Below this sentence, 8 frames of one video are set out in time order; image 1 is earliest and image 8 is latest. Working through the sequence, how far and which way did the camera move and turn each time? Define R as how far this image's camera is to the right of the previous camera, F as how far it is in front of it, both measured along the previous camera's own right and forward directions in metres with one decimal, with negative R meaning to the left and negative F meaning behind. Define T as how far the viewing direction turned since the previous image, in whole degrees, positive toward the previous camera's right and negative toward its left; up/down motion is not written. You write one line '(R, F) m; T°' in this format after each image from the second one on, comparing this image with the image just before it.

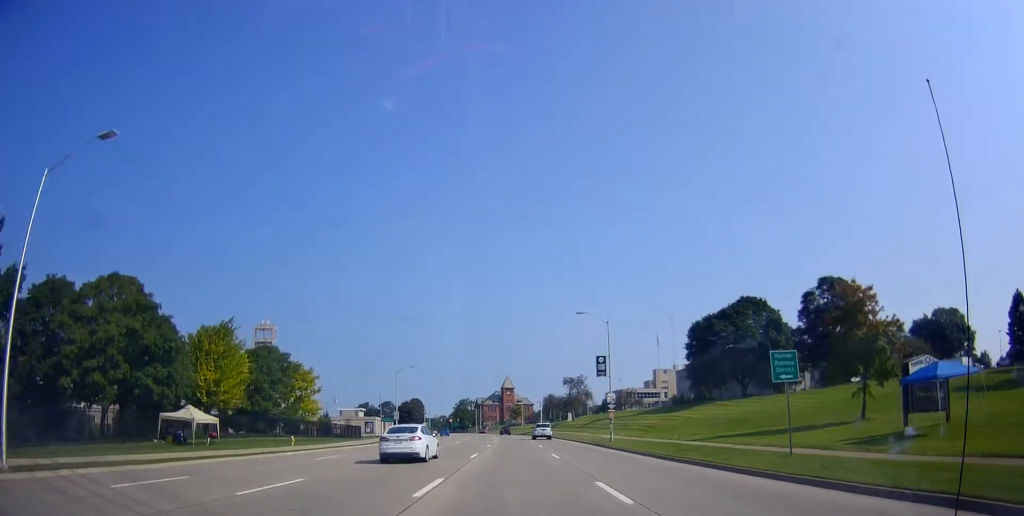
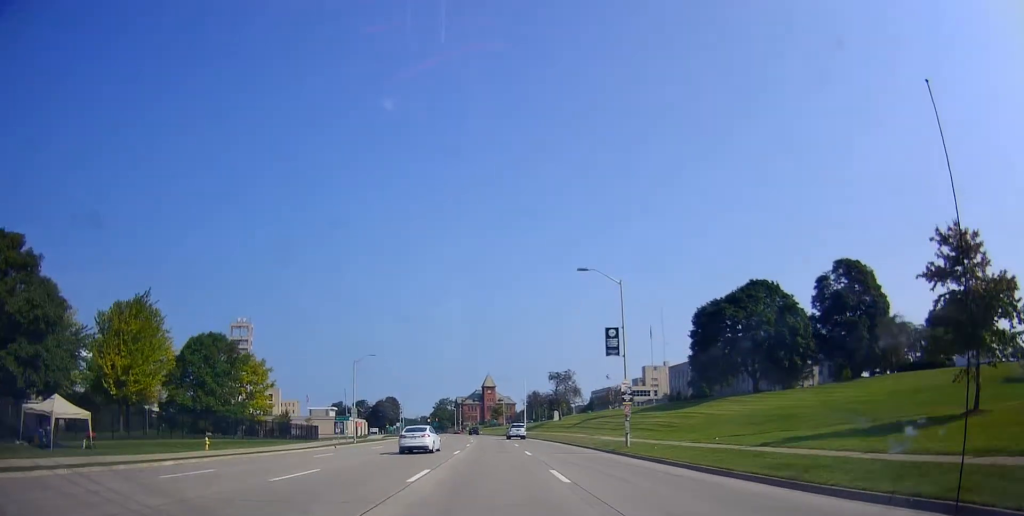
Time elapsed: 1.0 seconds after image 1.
(+0.2, +11.9) m; +3°
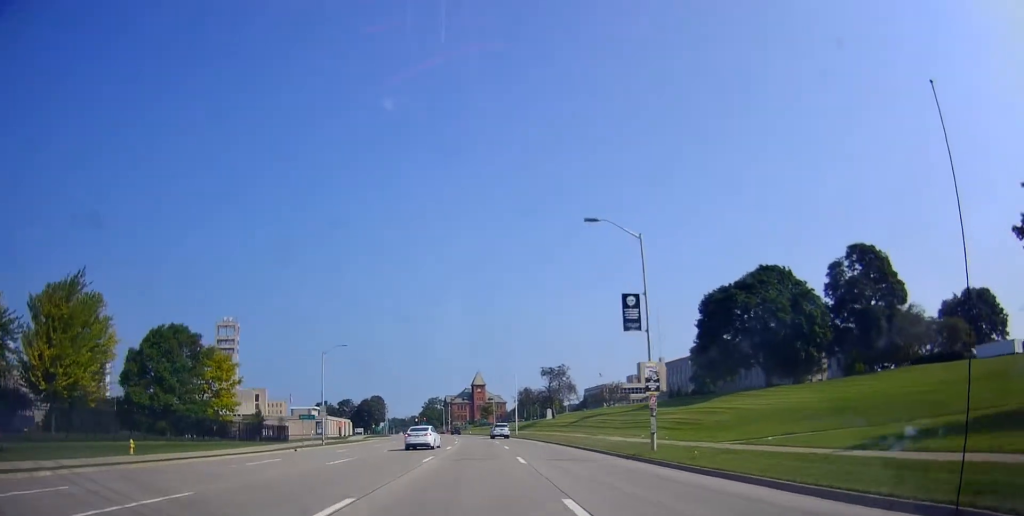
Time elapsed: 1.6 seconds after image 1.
(+0.2, +7.6) m; +1°
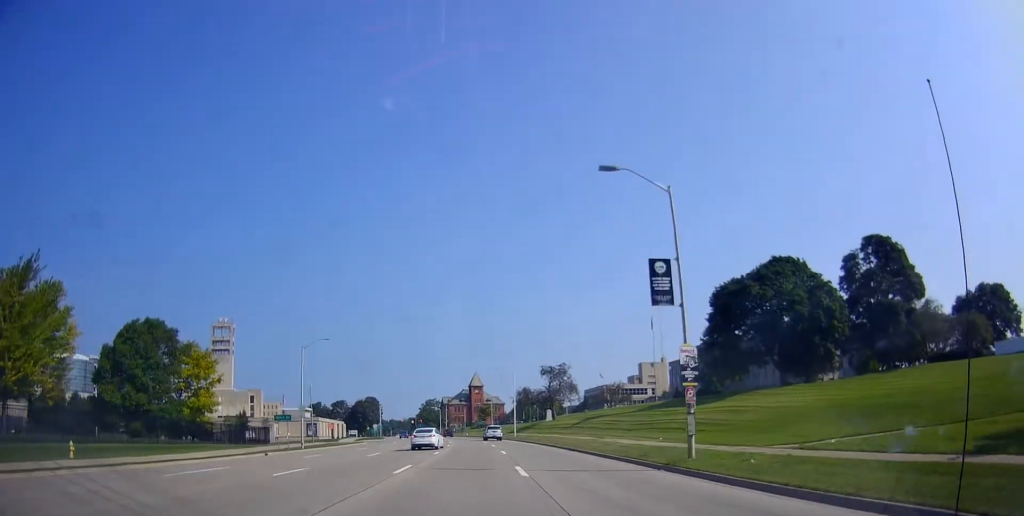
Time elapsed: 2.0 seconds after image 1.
(+0.1, +5.1) m; +1°
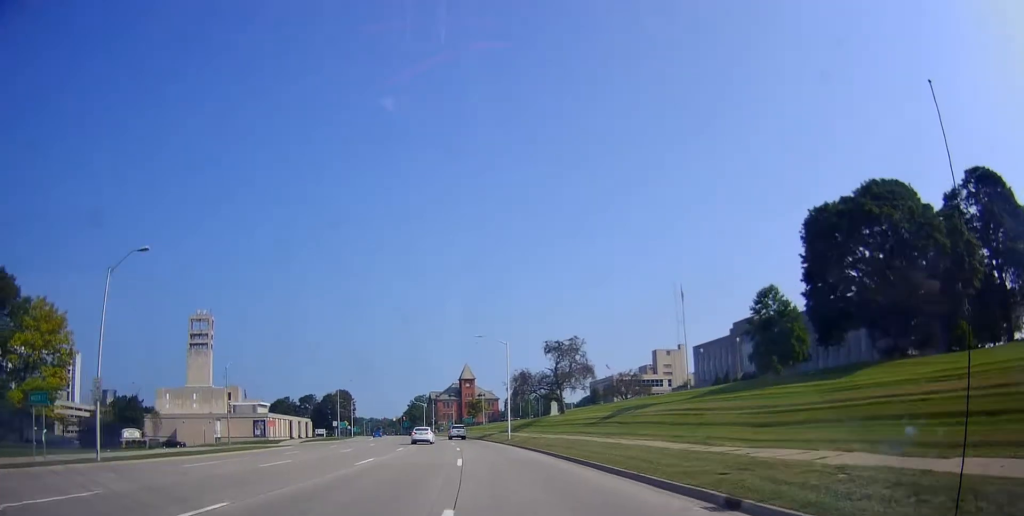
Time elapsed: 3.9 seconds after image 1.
(+0.8, +26.1) m; +2°
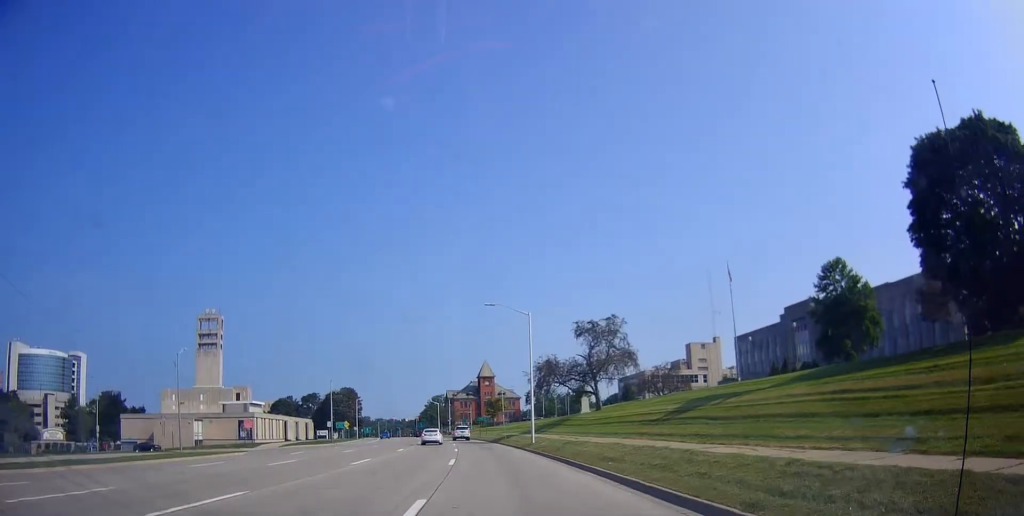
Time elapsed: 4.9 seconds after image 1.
(-0.3, +14.0) m; -3°
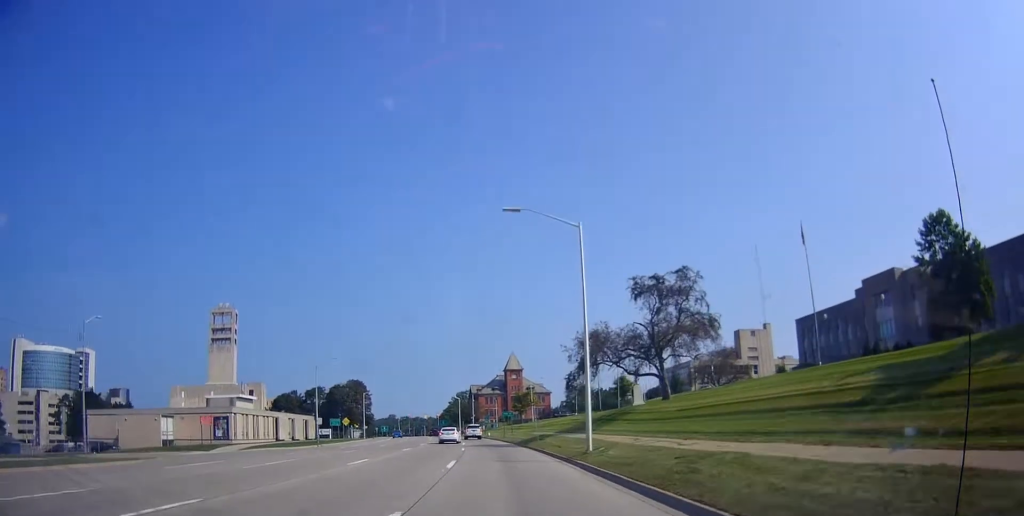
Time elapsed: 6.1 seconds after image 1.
(-0.5, +16.8) m; -4°
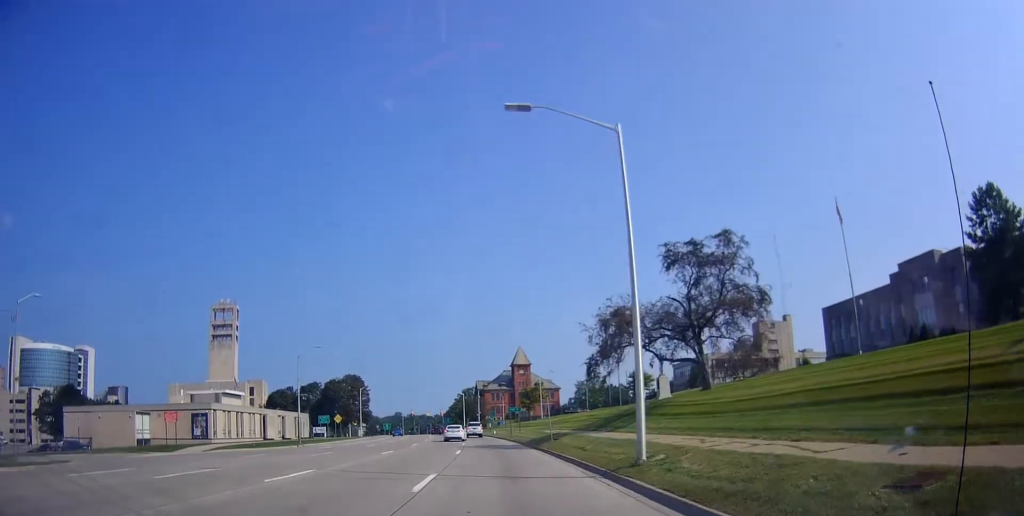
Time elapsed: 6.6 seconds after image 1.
(-0.2, +7.8) m; -1°
